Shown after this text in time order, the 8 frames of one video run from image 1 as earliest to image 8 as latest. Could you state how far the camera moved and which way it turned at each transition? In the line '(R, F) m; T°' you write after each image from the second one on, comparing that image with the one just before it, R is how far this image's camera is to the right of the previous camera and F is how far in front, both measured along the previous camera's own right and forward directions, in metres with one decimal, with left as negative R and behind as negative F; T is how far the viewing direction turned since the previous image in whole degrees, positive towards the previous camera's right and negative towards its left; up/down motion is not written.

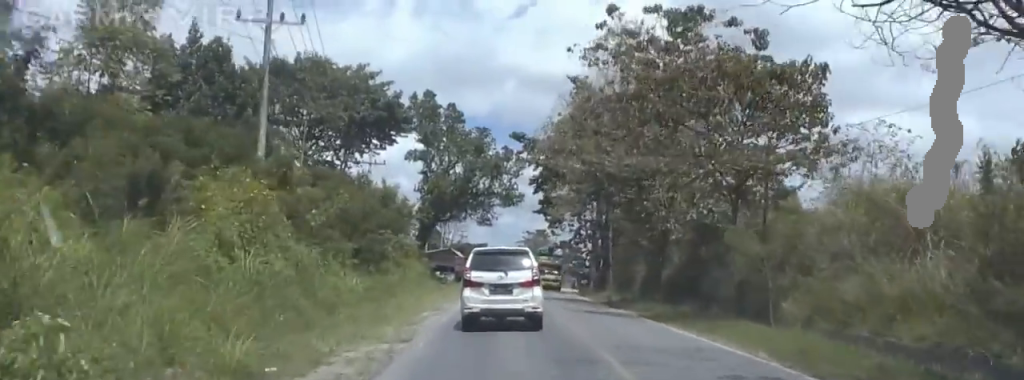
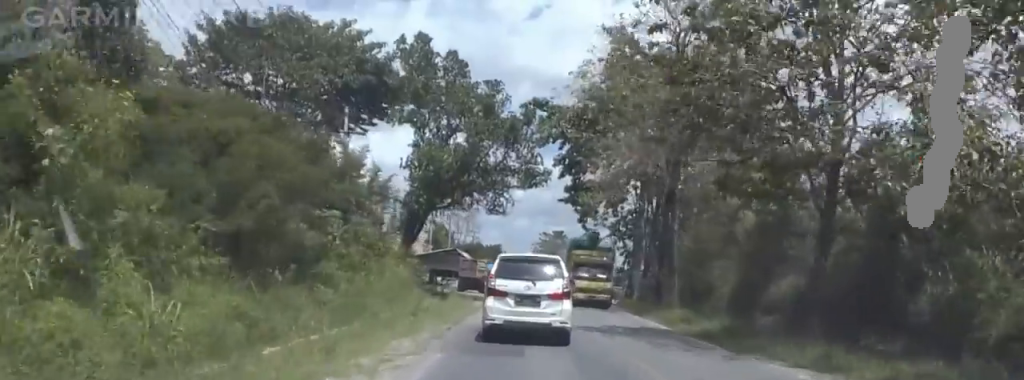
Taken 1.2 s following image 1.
(+0.6, +16.7) m; 0°
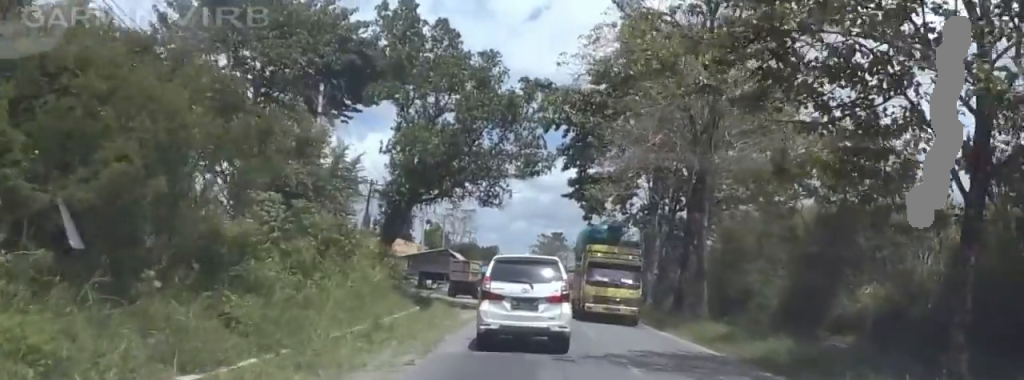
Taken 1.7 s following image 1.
(-0.3, +6.3) m; 0°
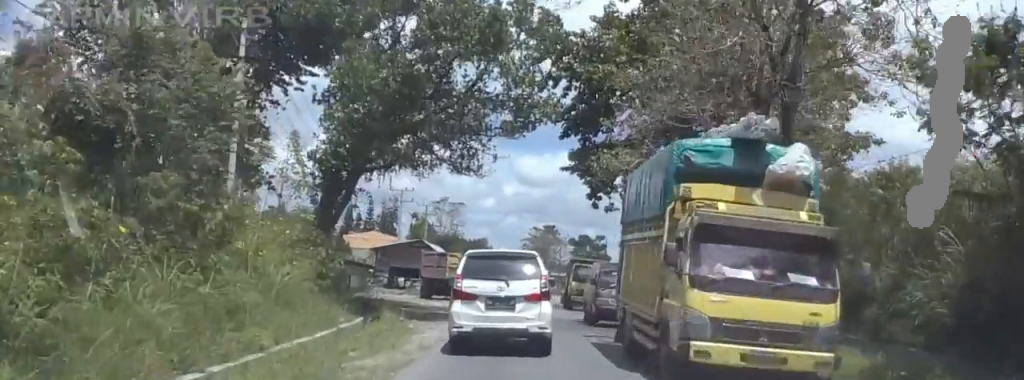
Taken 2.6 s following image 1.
(-0.5, +11.4) m; +2°
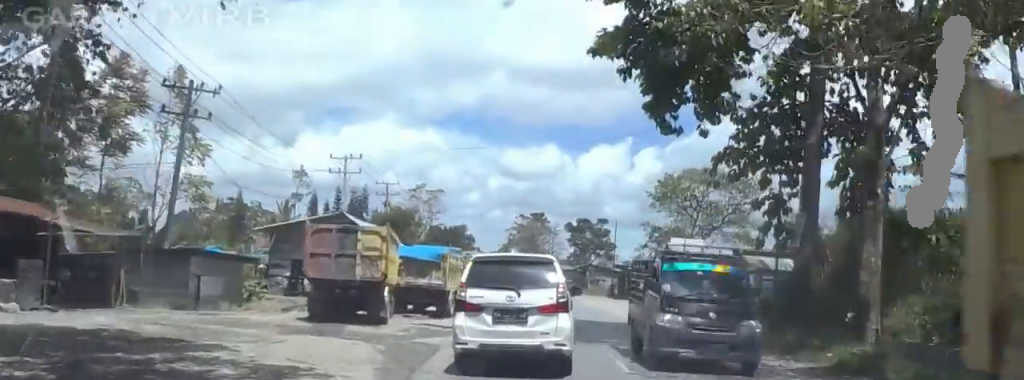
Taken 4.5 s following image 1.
(+1.7, +24.6) m; -2°
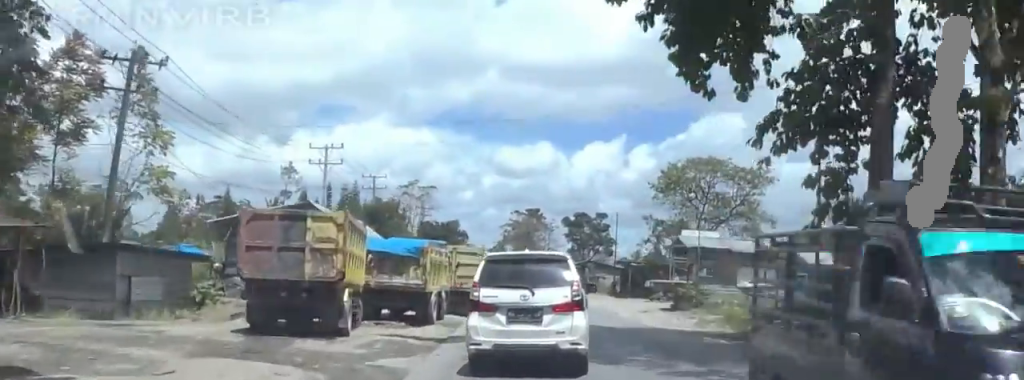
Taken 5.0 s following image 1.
(-0.7, +5.6) m; 0°
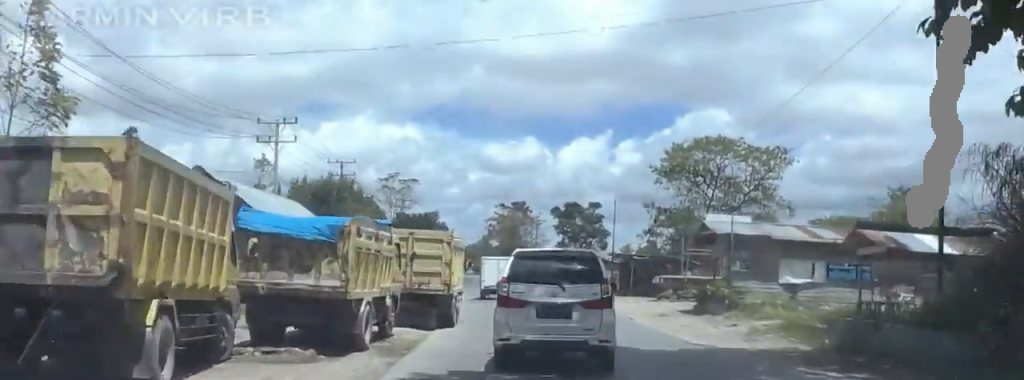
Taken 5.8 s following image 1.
(0.0, +10.7) m; 0°
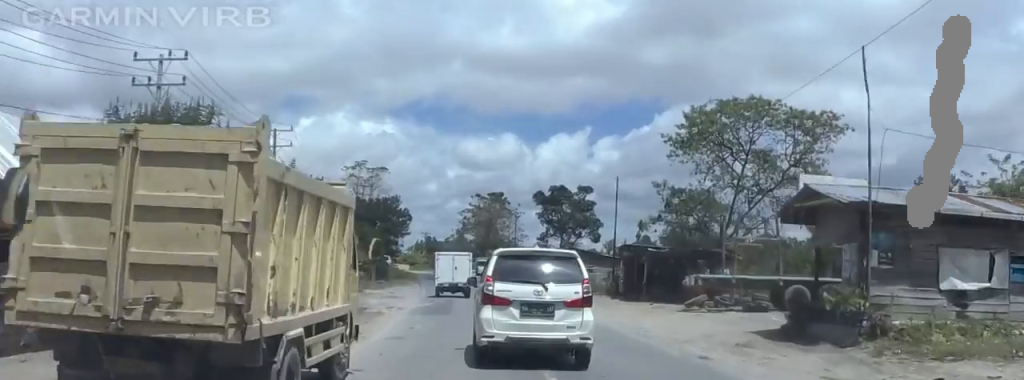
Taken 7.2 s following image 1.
(-0.3, +17.3) m; 0°
